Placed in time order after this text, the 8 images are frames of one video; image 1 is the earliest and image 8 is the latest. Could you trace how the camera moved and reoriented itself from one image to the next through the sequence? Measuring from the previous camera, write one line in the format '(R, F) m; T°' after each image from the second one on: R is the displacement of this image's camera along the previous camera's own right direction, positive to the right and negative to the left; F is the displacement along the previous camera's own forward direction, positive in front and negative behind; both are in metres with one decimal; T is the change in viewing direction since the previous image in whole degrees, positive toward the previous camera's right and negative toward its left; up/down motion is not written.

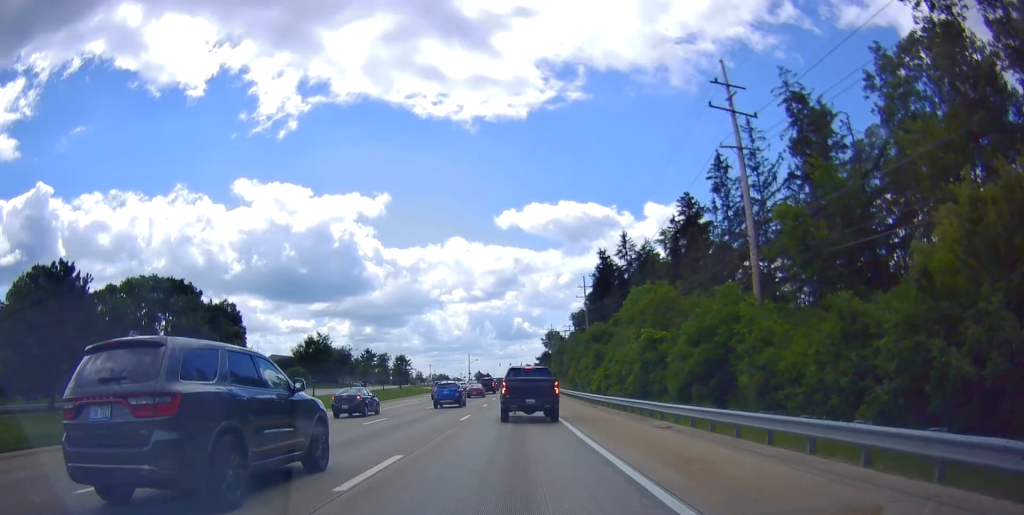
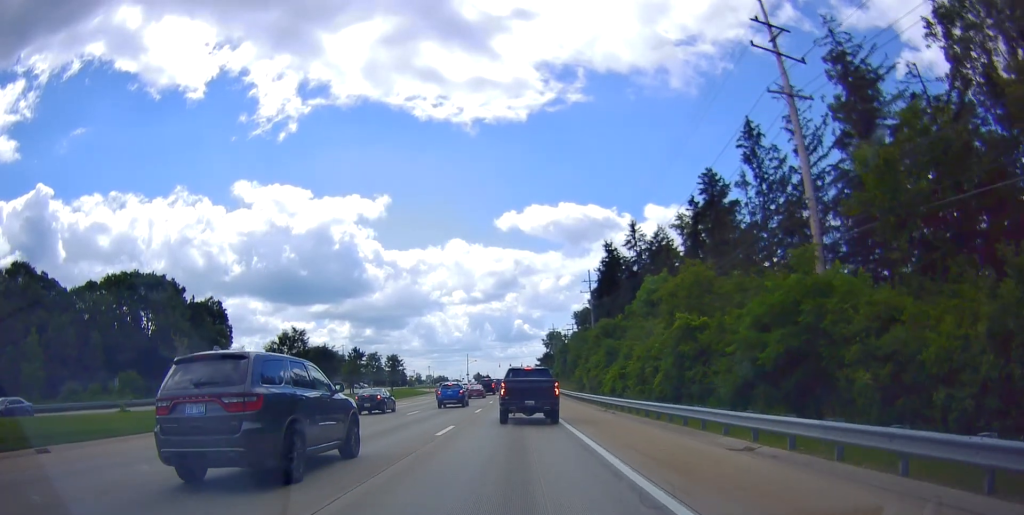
(-0.4, +9.1) m; -2°
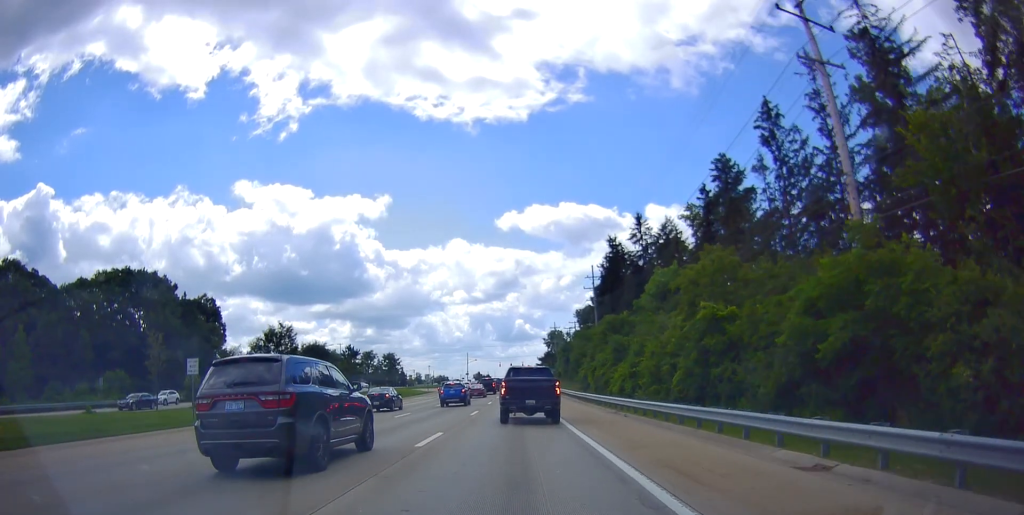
(-0.3, +4.3) m; 0°
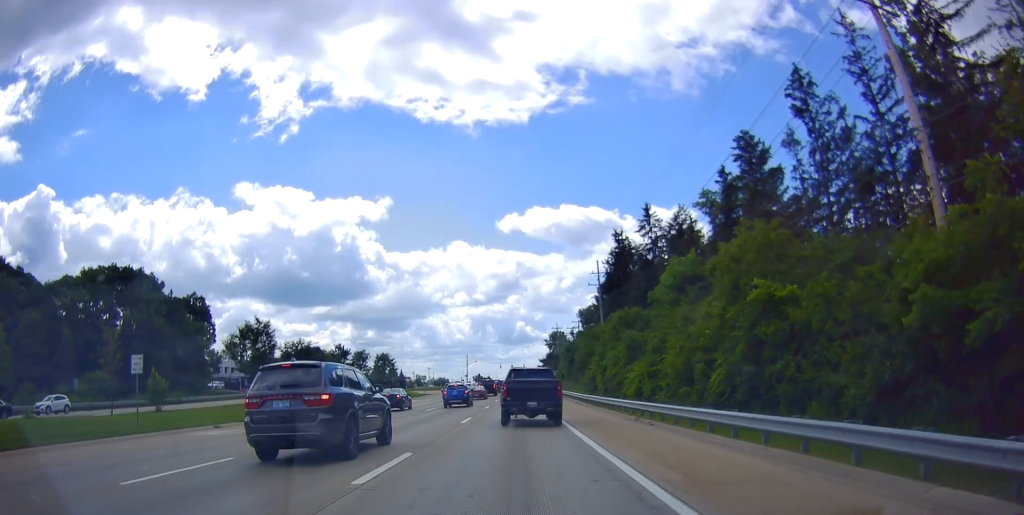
(+0.4, +5.7) m; +3°
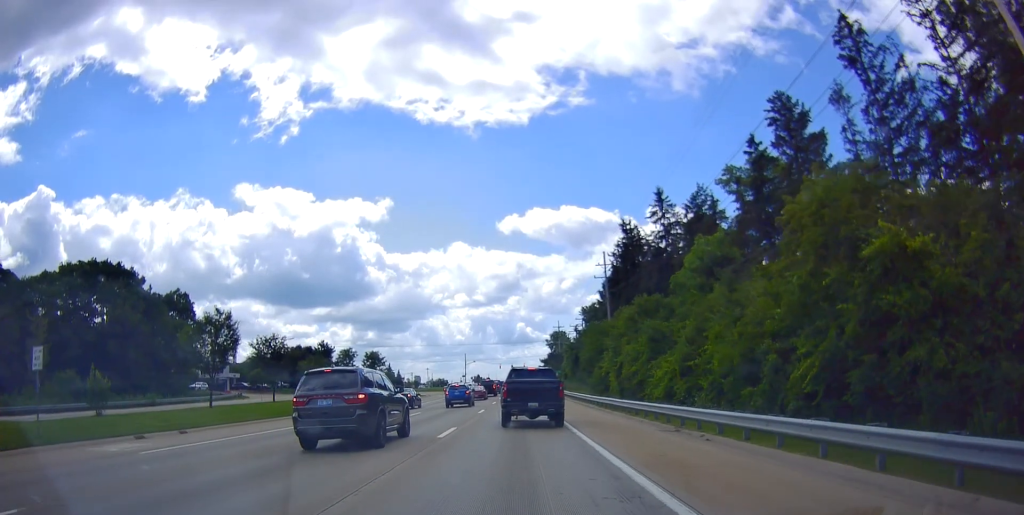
(+0.2, +7.1) m; +2°
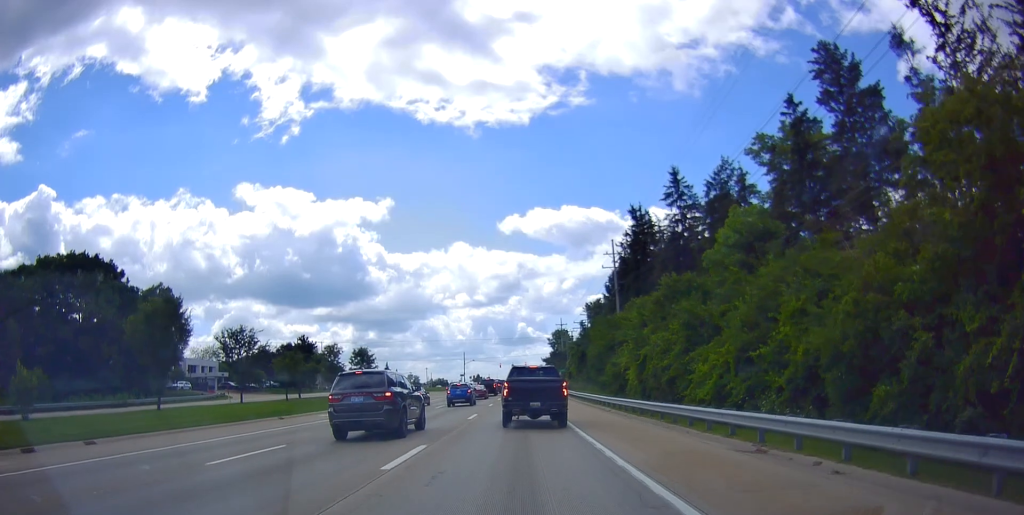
(0.0, +6.9) m; 0°
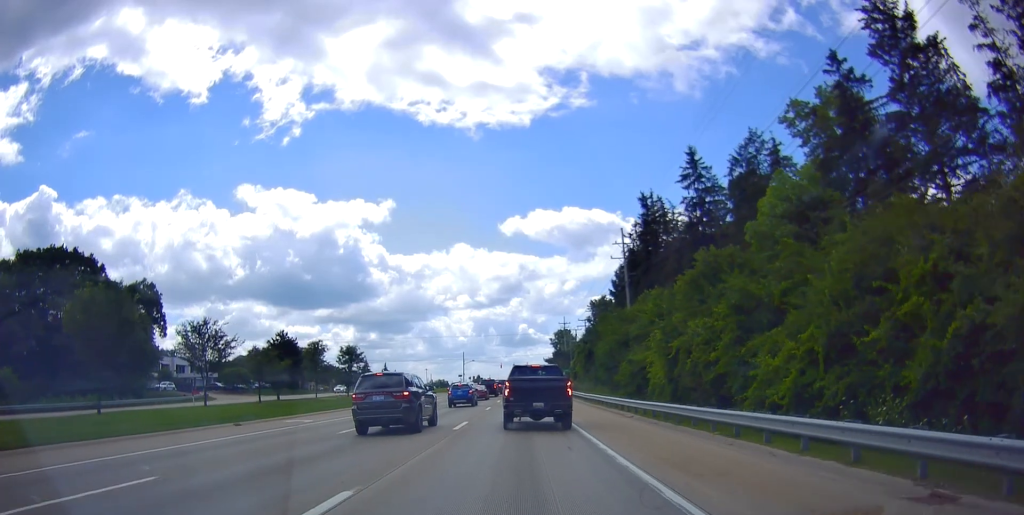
(0.0, +6.2) m; 0°
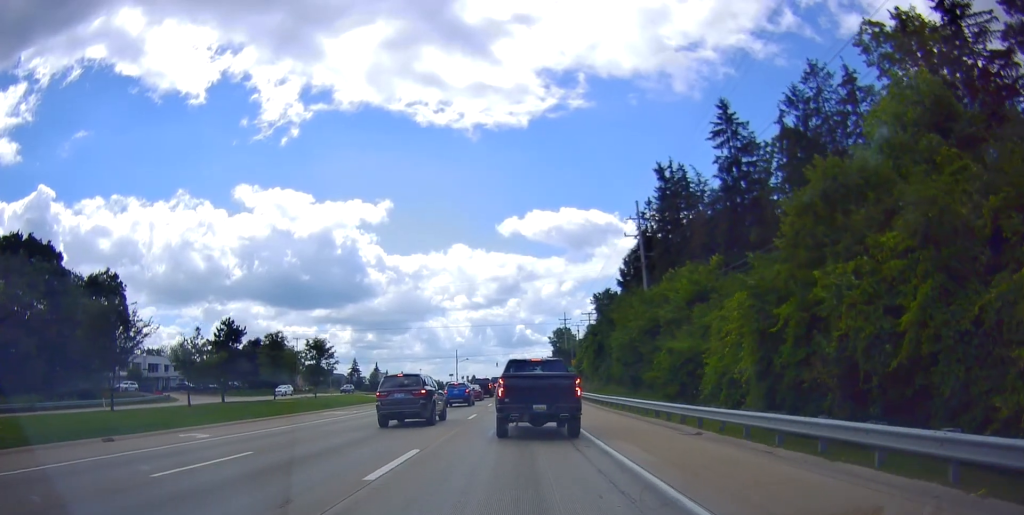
(0.0, +11.7) m; 0°
